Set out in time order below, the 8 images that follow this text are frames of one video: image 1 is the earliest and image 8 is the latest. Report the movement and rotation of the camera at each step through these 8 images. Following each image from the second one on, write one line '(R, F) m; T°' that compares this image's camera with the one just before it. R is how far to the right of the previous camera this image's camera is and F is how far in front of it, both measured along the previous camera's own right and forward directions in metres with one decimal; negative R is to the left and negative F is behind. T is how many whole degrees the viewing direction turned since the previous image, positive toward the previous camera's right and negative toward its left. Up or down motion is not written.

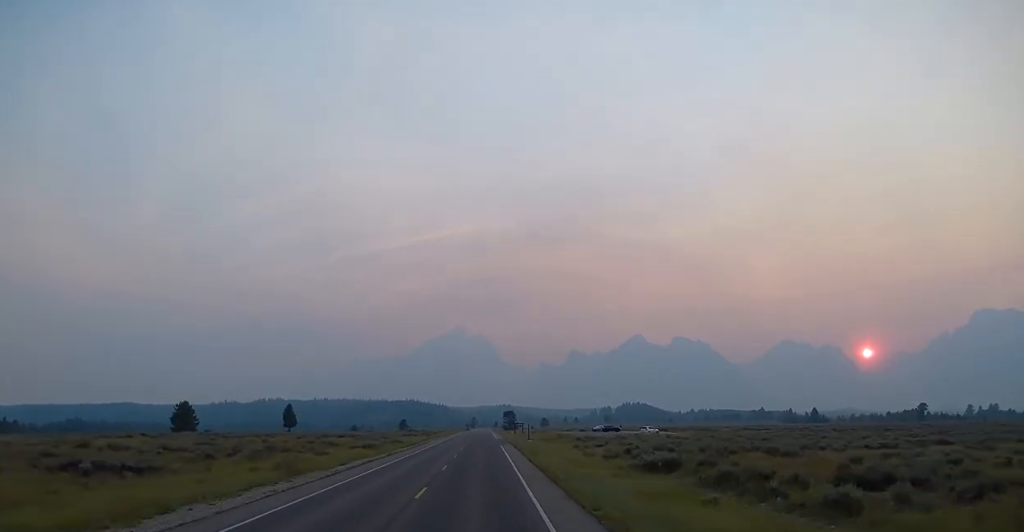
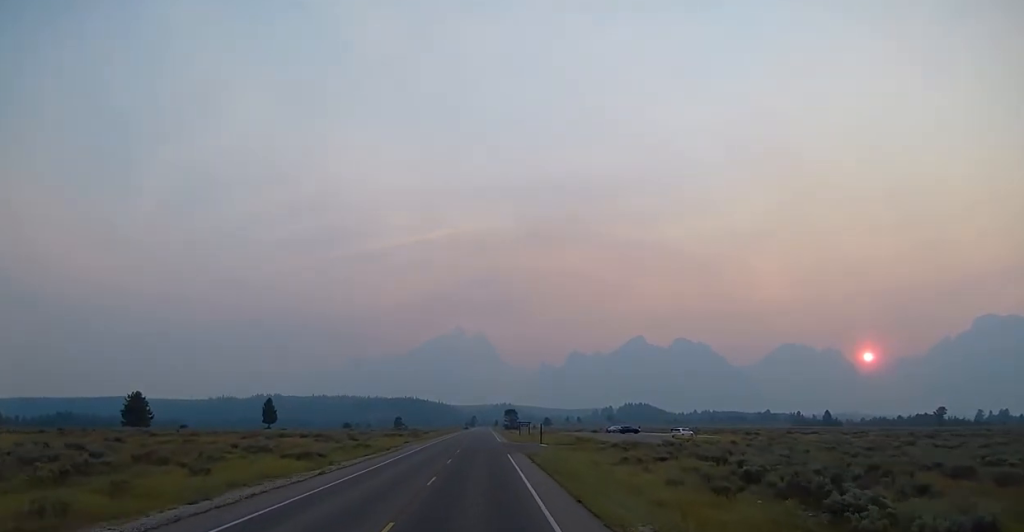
(-0.5, +20.1) m; -1°
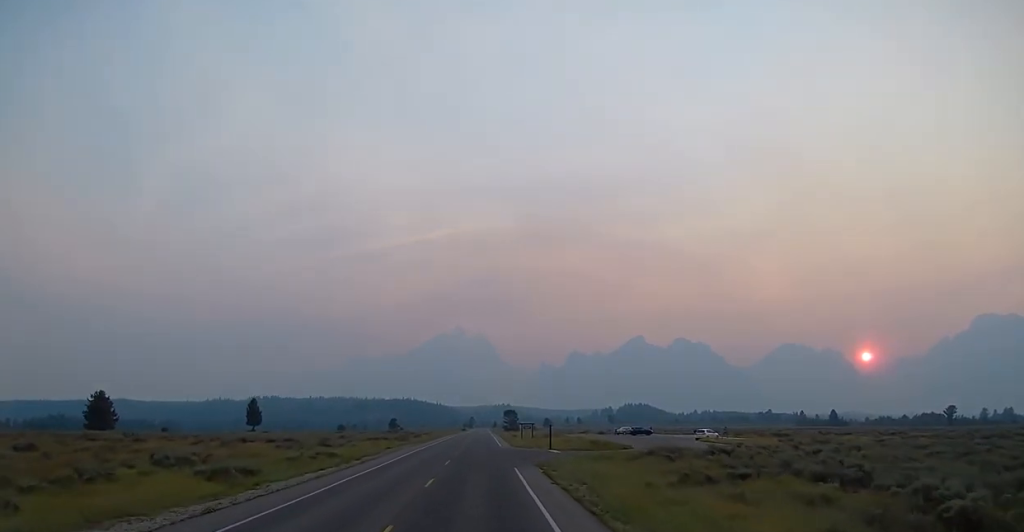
(0.0, +12.7) m; 0°
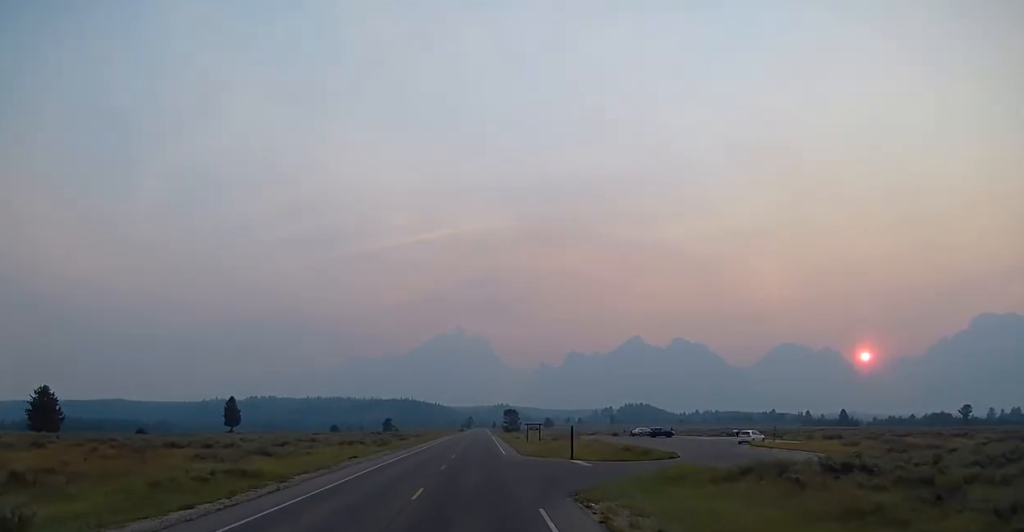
(0.0, +16.5) m; +1°
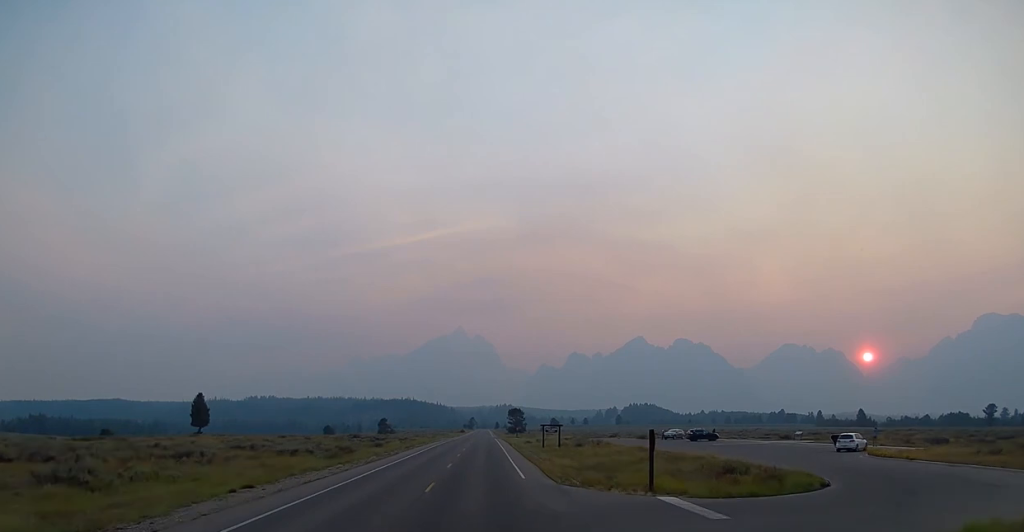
(+0.3, +21.2) m; 0°
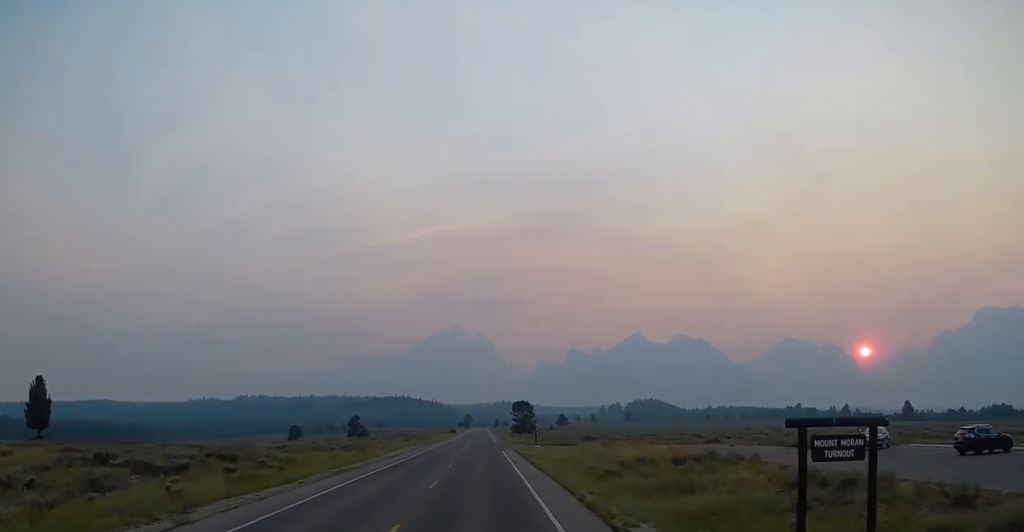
(-0.5, +57.4) m; 0°
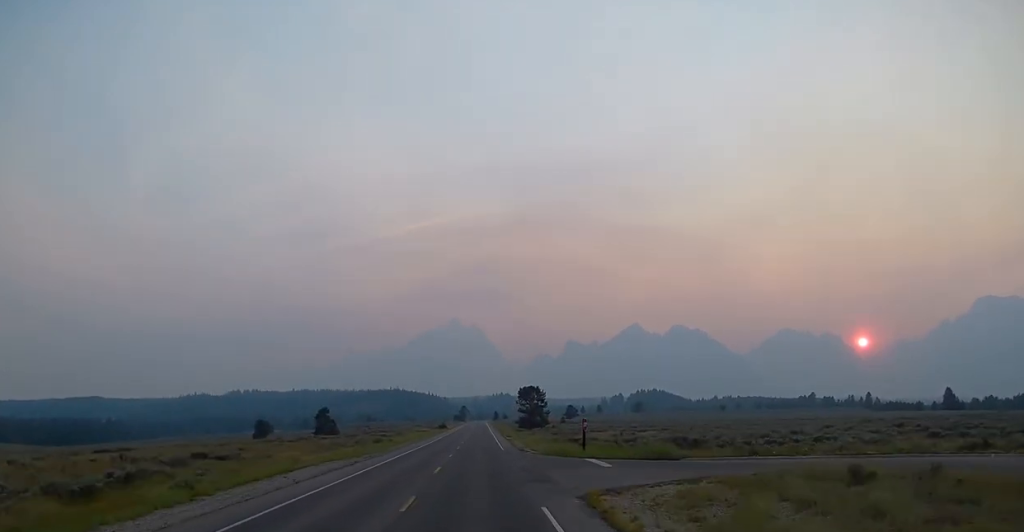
(+0.4, +43.6) m; 0°
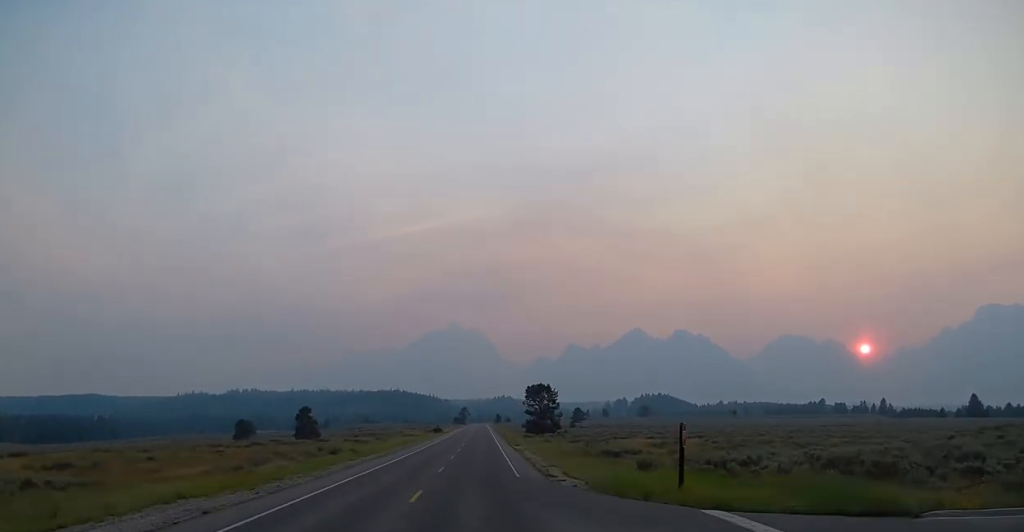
(-0.3, +20.9) m; 0°
